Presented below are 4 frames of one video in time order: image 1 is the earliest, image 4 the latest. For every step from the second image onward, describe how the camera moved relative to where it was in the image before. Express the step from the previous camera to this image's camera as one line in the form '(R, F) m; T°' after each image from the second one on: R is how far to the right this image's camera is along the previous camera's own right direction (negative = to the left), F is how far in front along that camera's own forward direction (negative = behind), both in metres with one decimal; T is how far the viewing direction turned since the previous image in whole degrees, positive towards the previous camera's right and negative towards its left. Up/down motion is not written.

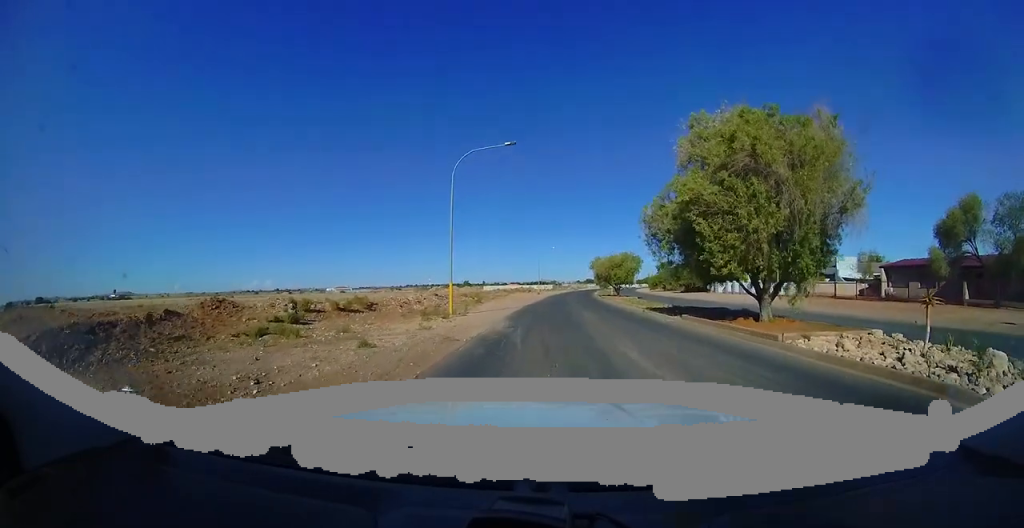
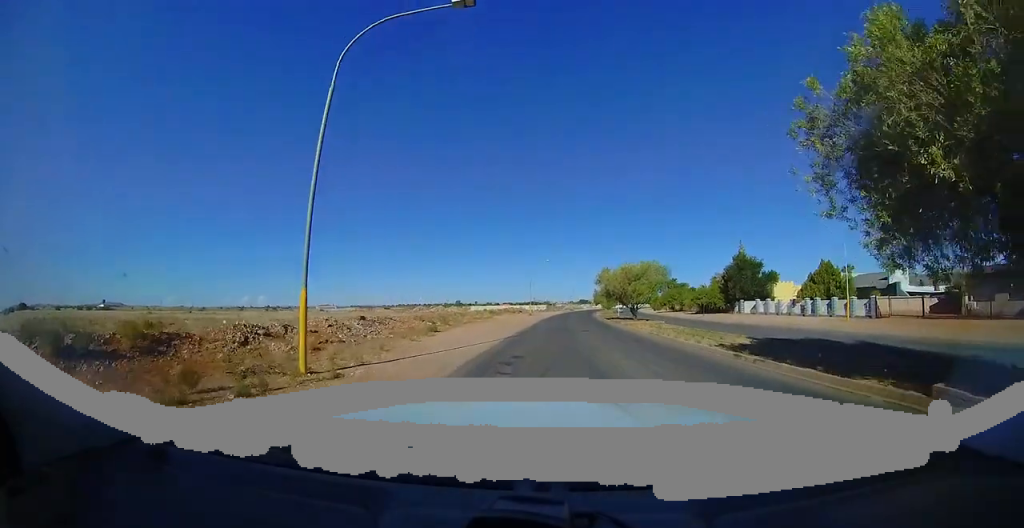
(-0.1, +12.0) m; +1°
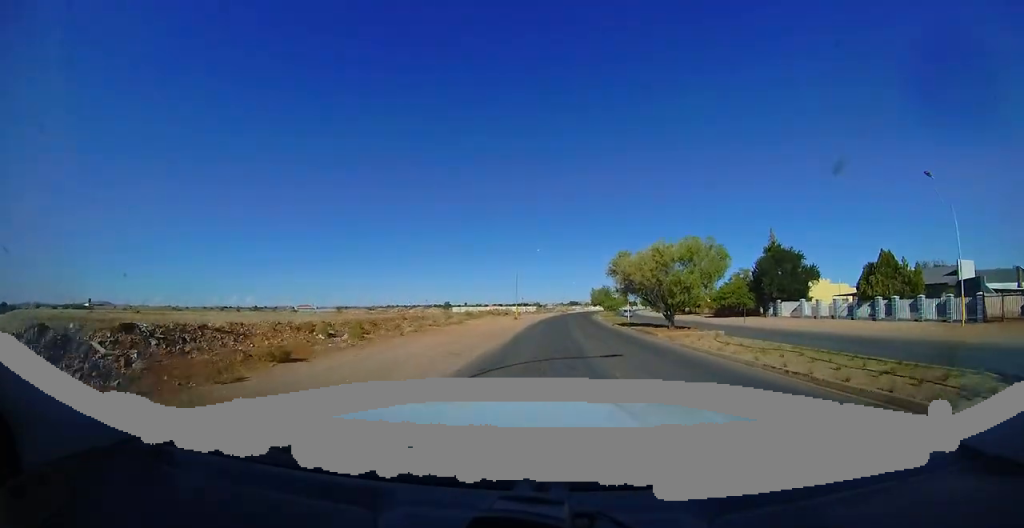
(+0.2, +11.4) m; +2°
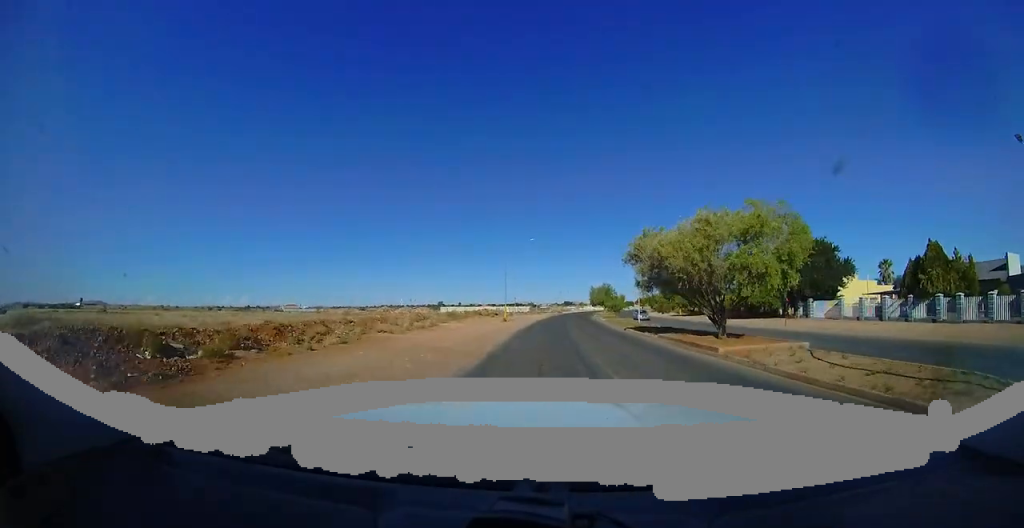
(+0.2, +6.8) m; 0°
